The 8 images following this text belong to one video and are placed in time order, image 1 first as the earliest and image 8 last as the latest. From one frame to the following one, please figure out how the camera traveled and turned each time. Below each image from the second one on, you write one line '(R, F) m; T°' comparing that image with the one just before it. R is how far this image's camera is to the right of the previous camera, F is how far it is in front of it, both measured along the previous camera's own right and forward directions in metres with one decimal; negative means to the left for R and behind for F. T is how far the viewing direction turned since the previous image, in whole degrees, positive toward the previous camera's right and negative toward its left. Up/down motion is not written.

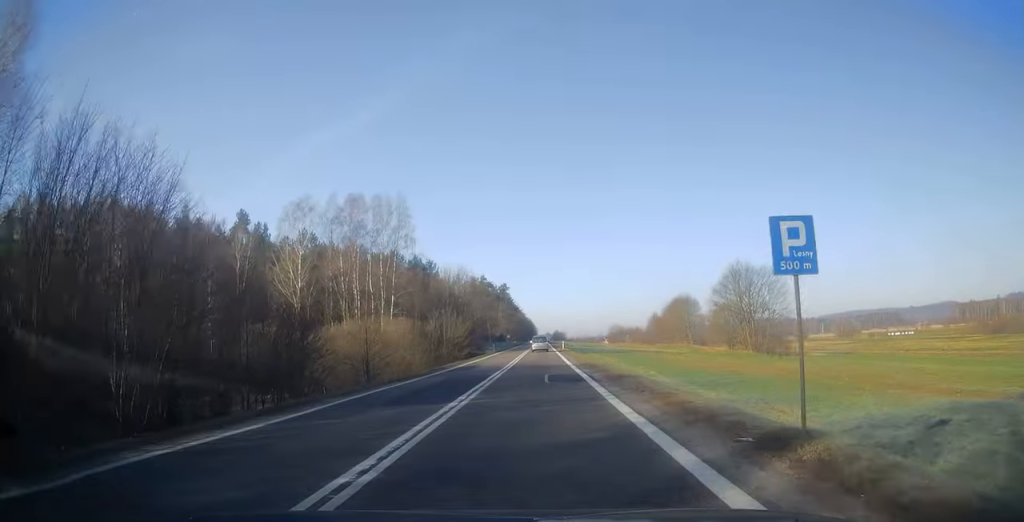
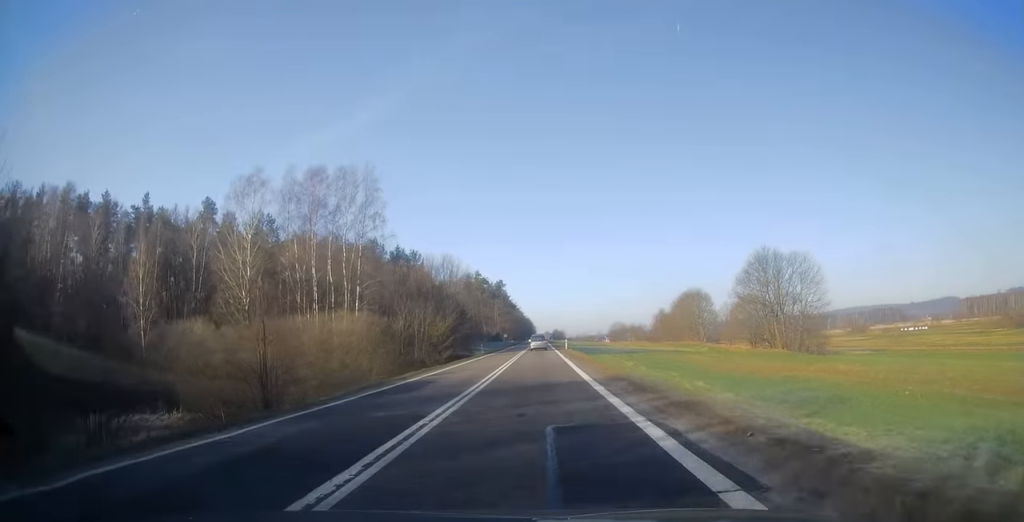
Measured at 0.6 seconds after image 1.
(0.0, +12.9) m; 0°
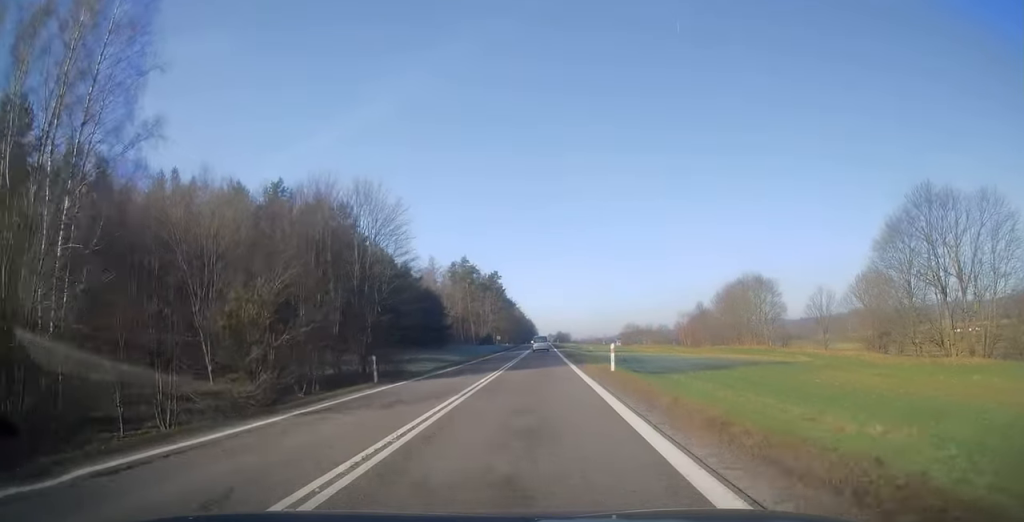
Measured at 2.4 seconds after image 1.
(-0.3, +41.1) m; -1°
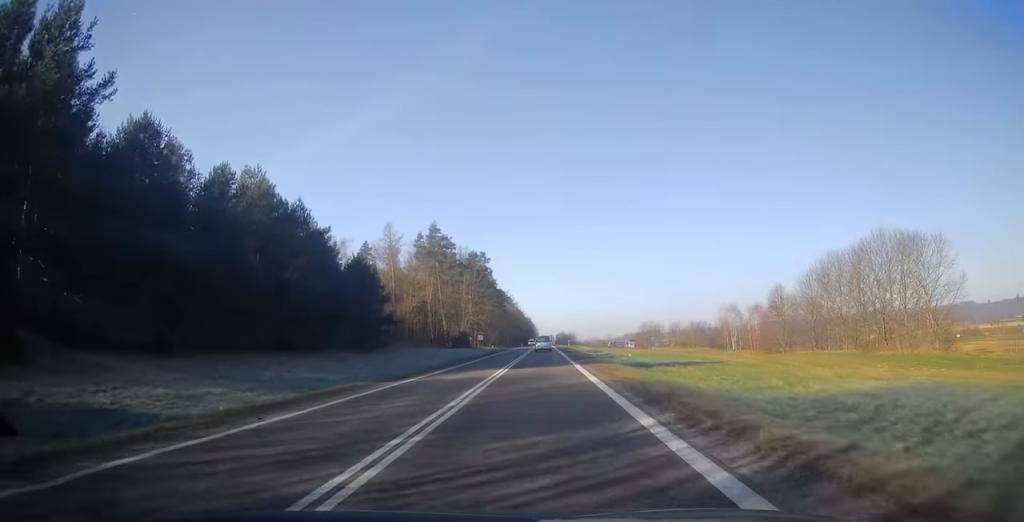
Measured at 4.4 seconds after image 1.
(-0.1, +48.9) m; +1°
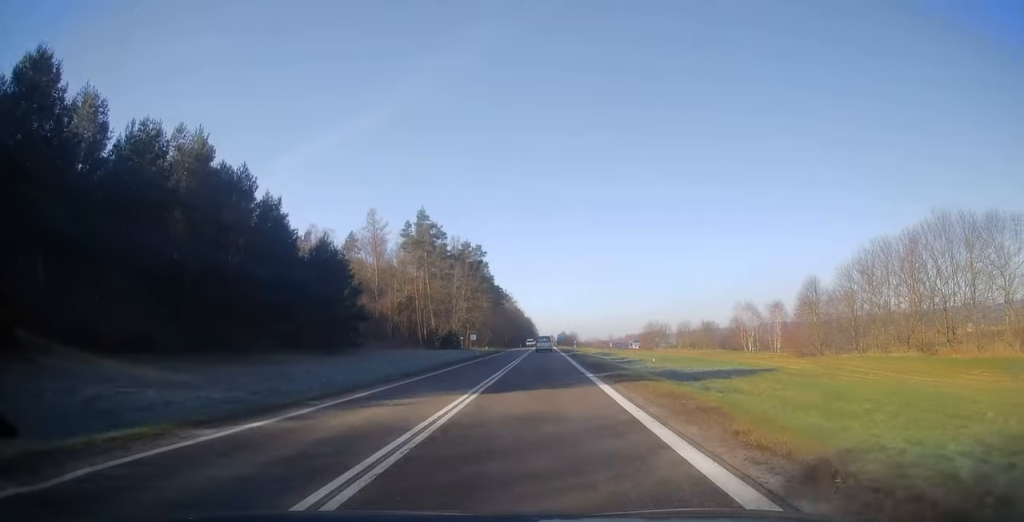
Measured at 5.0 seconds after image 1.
(+0.1, +12.9) m; 0°
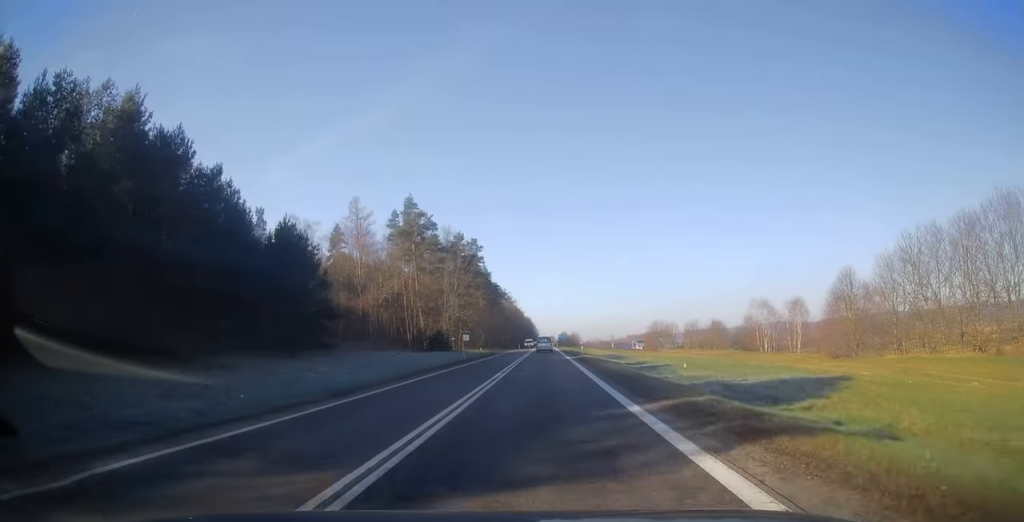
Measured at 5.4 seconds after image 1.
(+0.2, +10.5) m; 0°
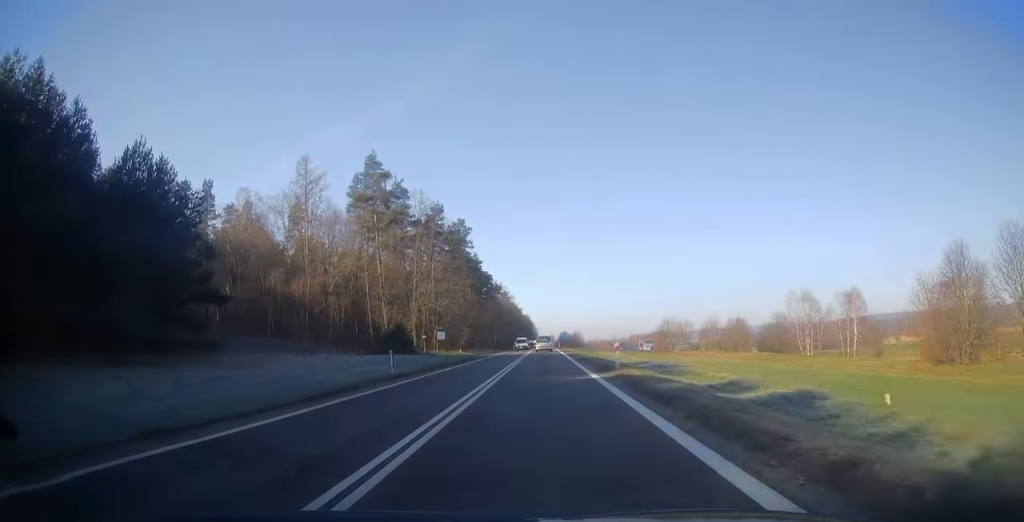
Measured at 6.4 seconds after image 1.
(-0.2, +23.1) m; -1°
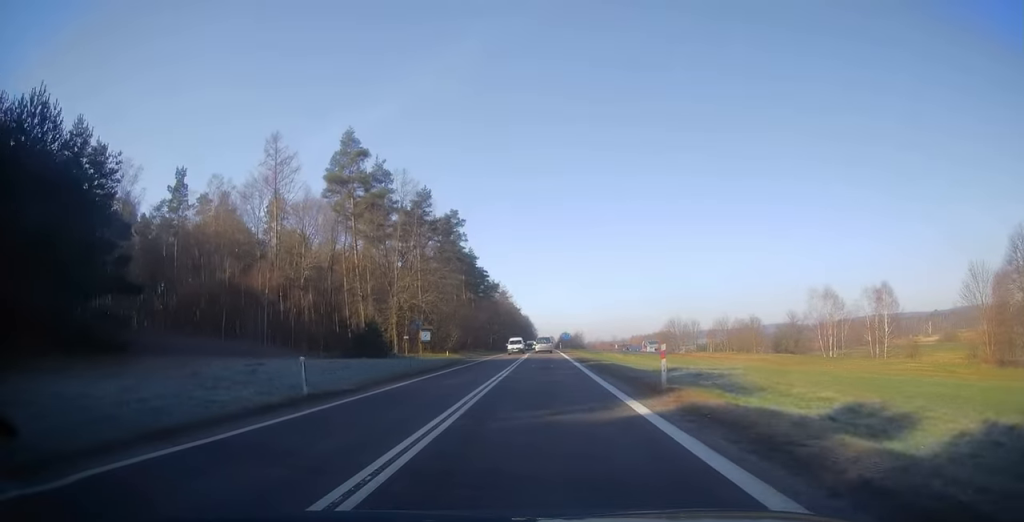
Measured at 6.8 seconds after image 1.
(0.0, +9.7) m; 0°
